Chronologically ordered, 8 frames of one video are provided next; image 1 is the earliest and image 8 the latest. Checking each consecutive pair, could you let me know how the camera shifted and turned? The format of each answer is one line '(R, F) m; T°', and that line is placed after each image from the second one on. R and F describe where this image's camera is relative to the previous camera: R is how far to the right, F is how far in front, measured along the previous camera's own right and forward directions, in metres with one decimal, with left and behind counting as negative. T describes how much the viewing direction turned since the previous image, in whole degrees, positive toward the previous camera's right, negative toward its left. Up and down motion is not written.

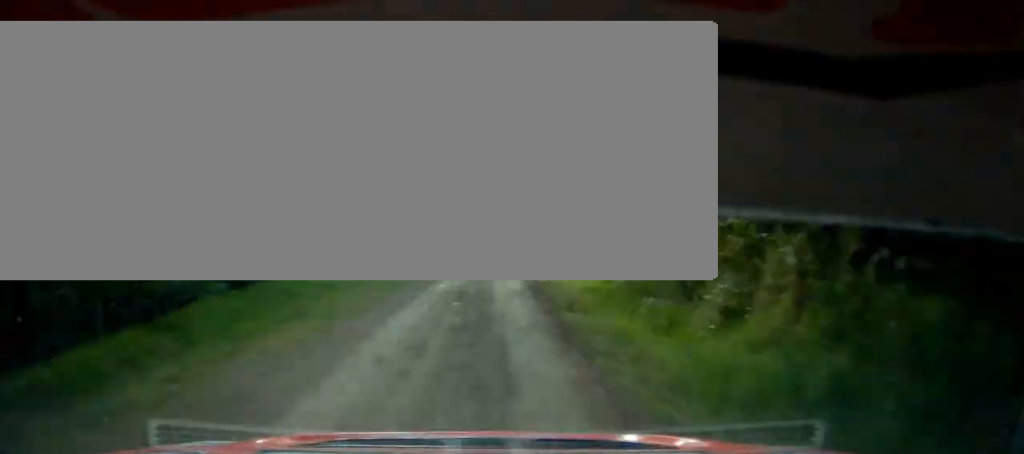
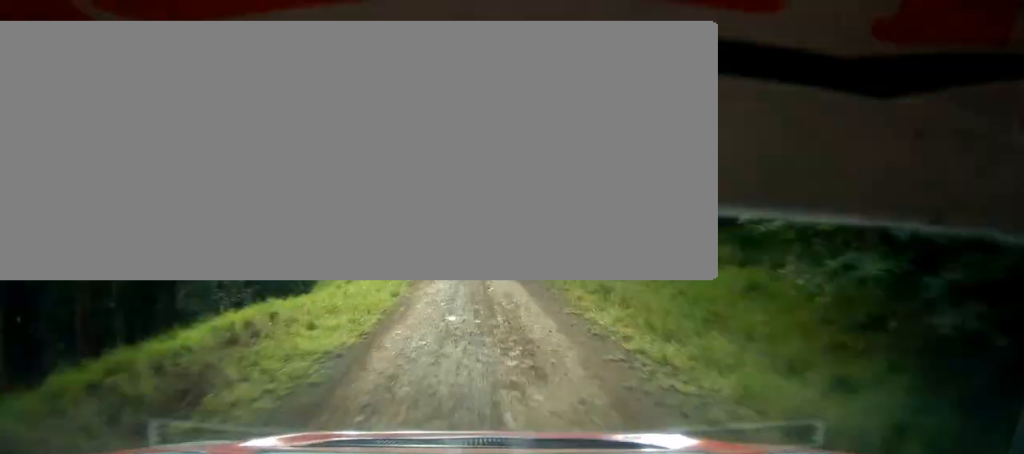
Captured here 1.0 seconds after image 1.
(0.0, +25.1) m; 0°
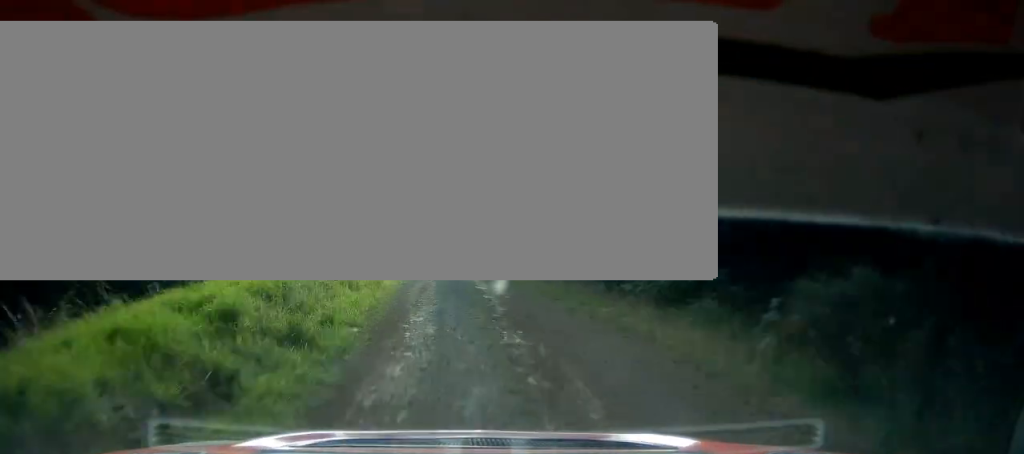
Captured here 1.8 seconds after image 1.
(0.0, +17.0) m; 0°
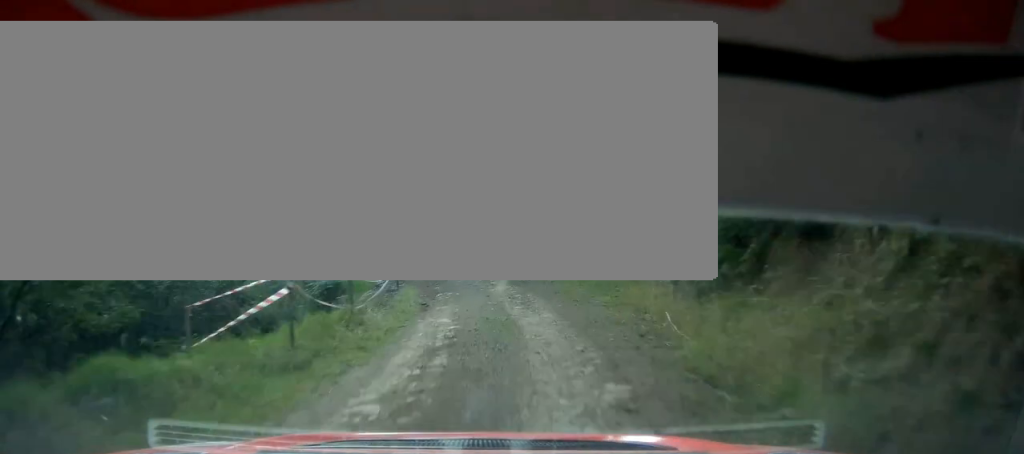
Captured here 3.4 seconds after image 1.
(0.0, +28.2) m; 0°
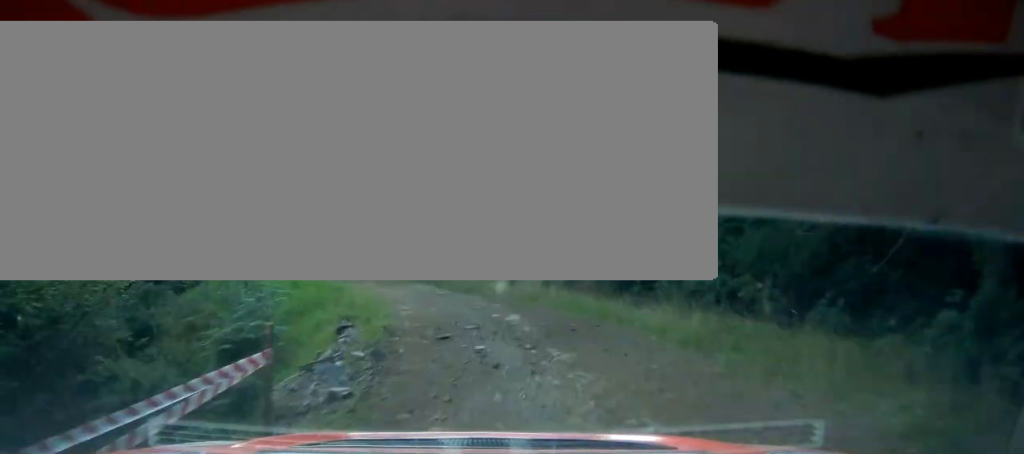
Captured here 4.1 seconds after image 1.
(+0.1, +12.7) m; -1°
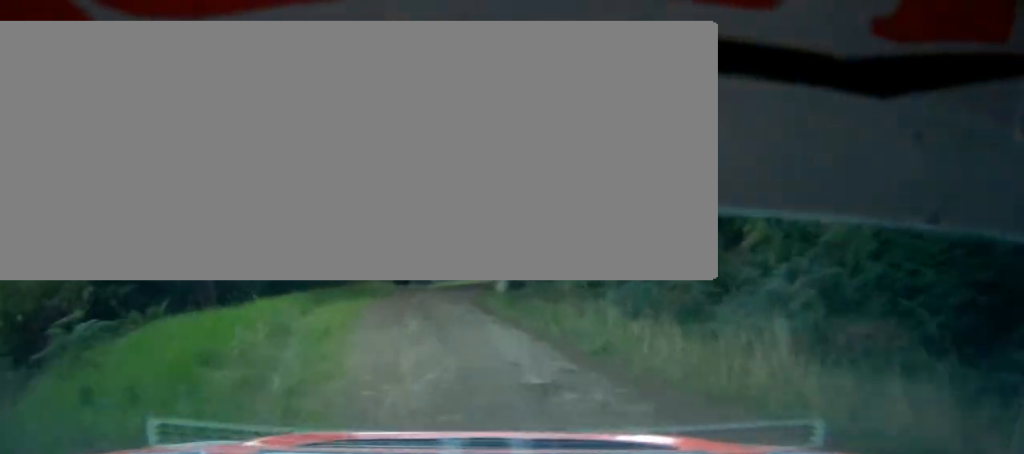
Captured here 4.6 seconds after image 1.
(-0.2, +12.1) m; -1°
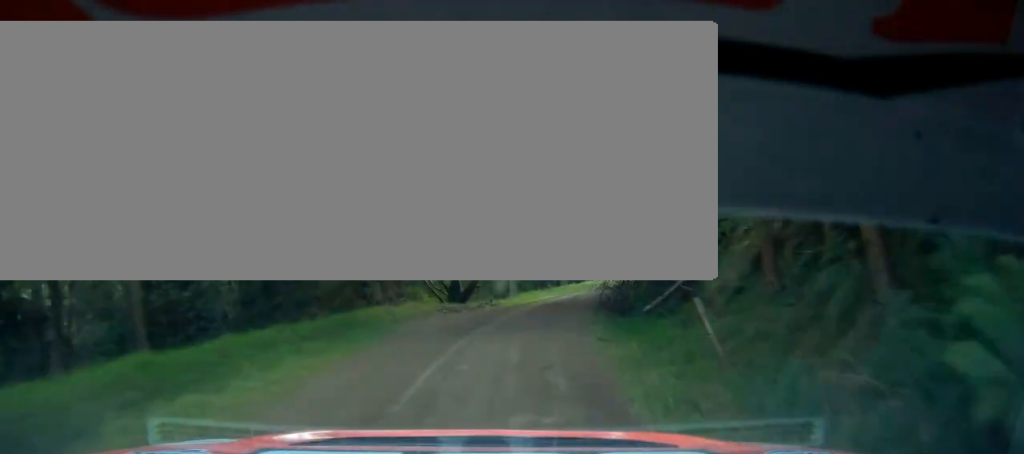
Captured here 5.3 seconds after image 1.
(-0.2, +15.1) m; -1°
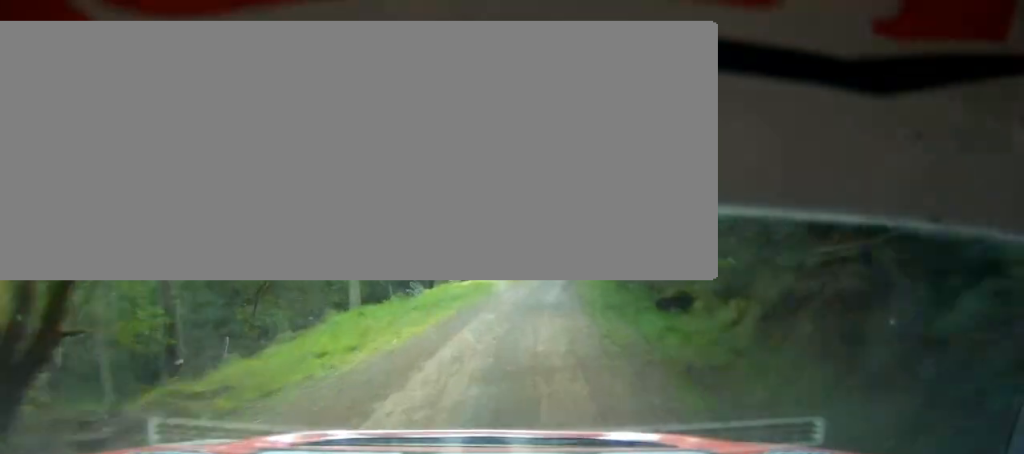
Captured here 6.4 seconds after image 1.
(0.0, +28.0) m; 0°
